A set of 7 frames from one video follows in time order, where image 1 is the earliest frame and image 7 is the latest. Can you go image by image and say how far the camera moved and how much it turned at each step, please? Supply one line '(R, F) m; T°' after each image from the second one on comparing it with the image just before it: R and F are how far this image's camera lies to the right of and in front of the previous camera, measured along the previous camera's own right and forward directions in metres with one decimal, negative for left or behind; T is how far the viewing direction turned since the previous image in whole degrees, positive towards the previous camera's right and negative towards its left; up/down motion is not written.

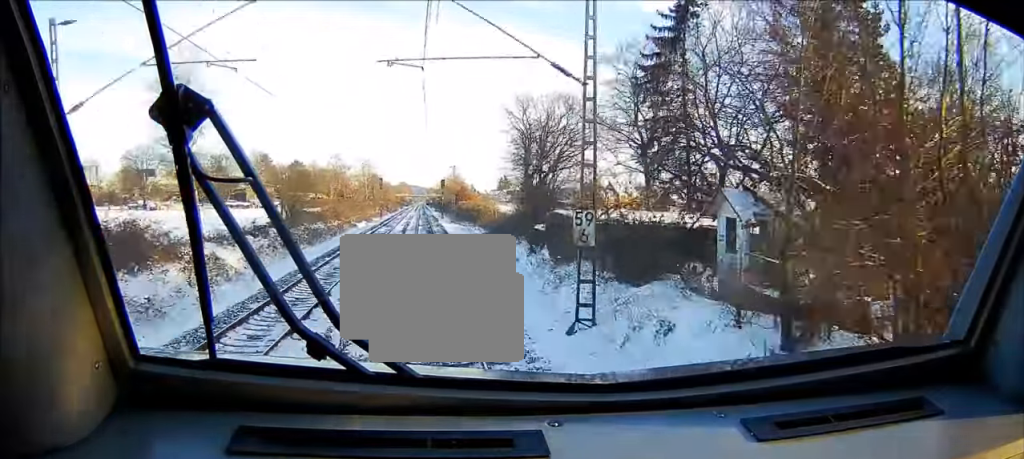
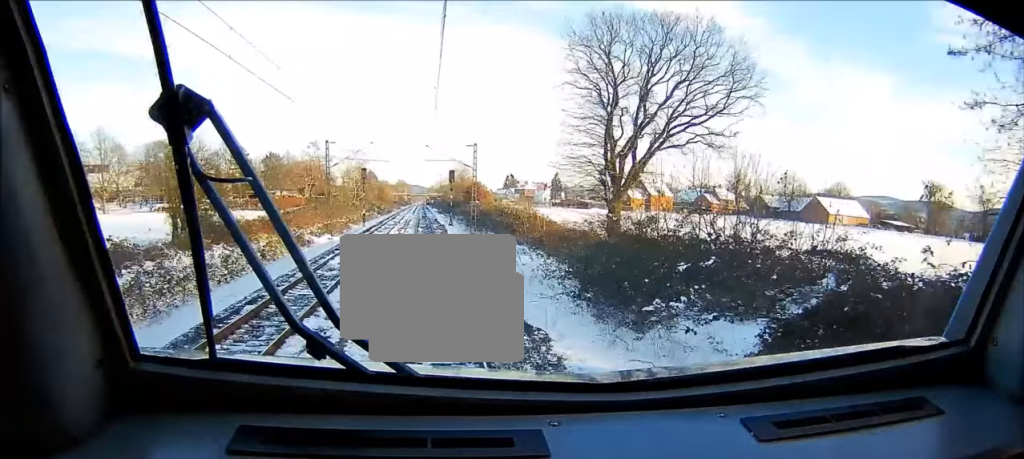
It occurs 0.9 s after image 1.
(0.0, +34.5) m; 0°
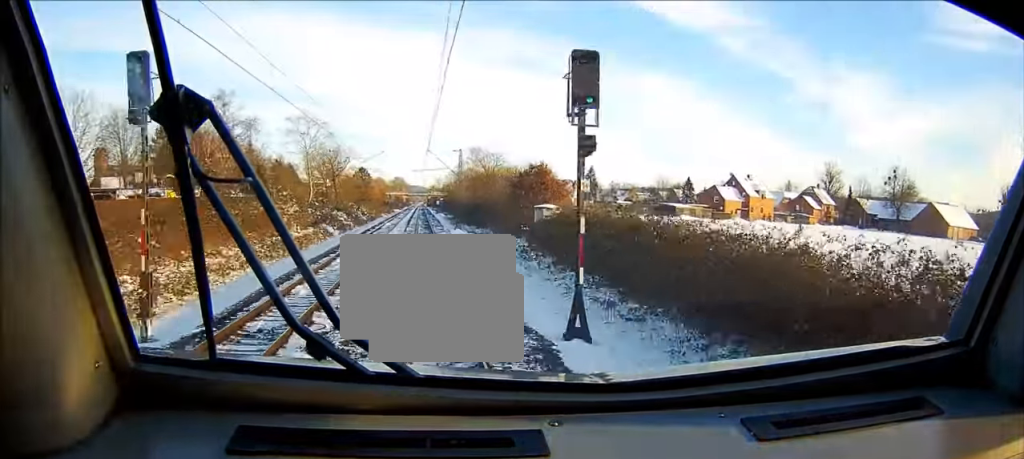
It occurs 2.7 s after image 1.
(-0.1, +67.9) m; 0°
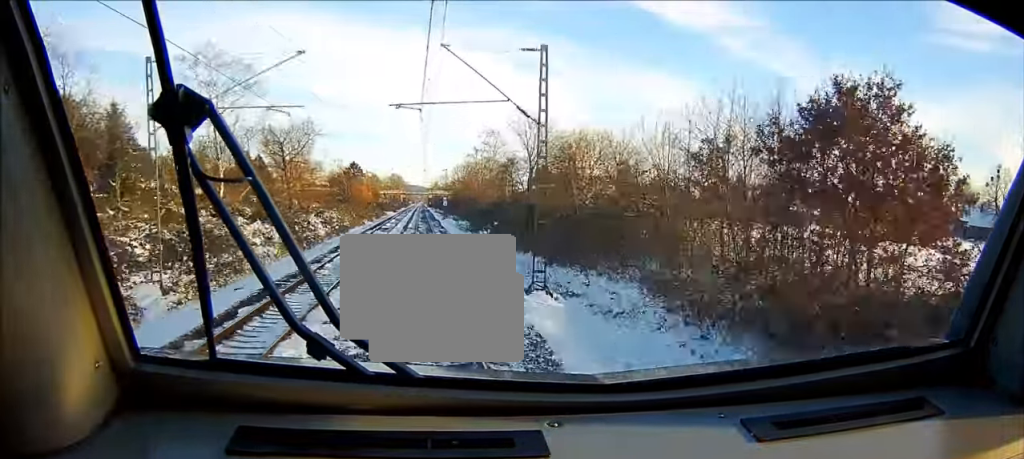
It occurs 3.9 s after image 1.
(0.0, +46.0) m; 0°
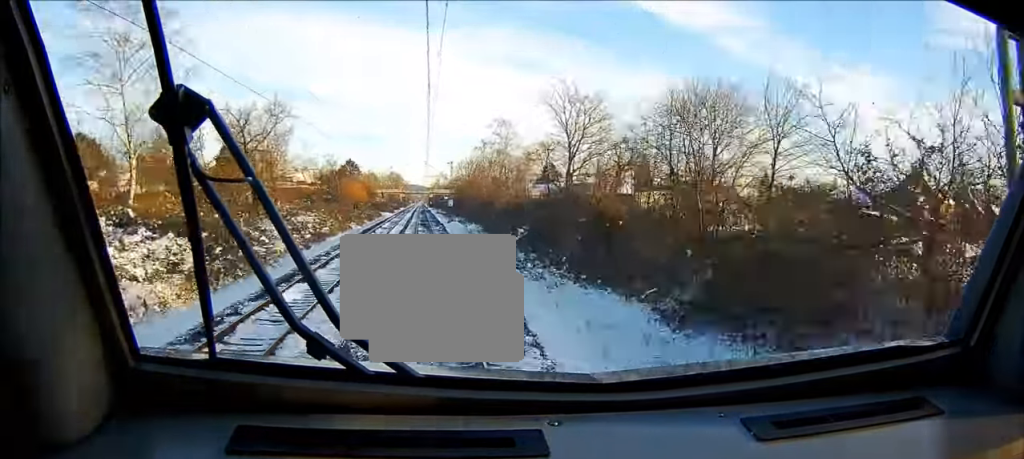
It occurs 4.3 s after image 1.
(0.0, +17.8) m; 0°
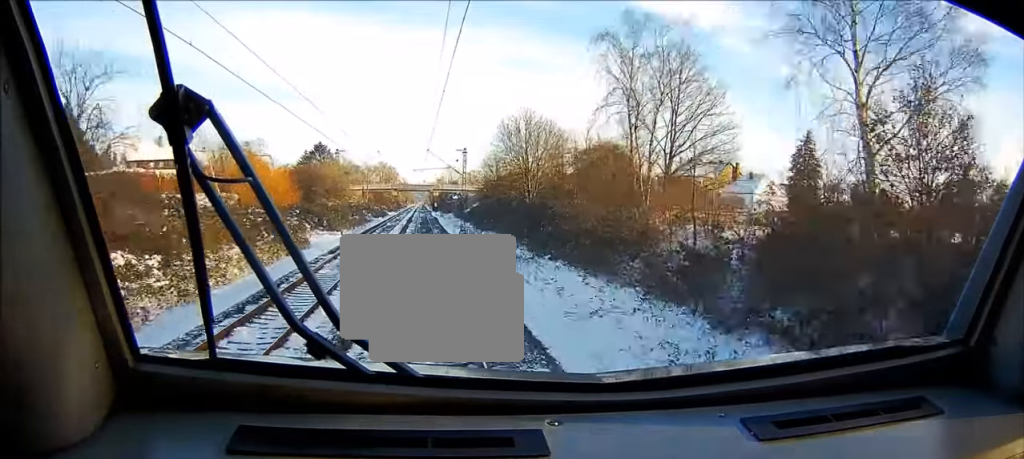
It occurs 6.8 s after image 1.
(+0.1, +93.8) m; 0°
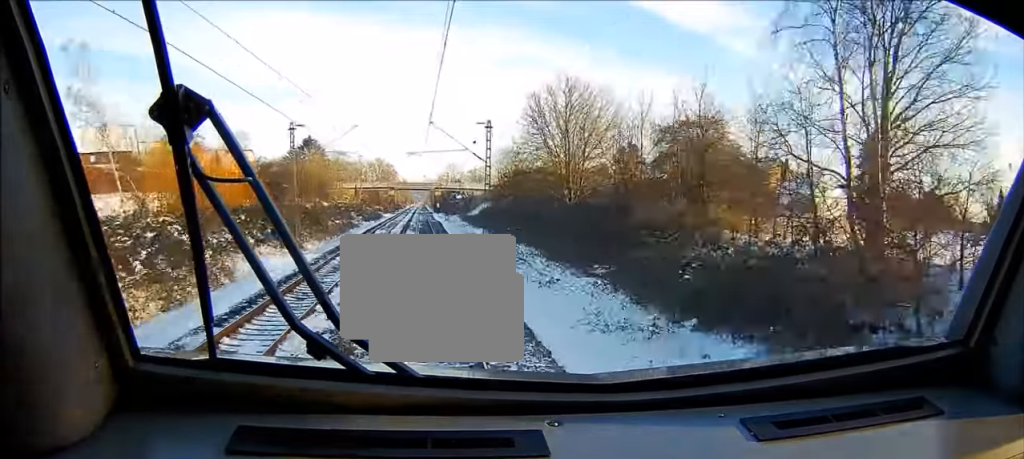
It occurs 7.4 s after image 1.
(0.0, +21.5) m; 0°
